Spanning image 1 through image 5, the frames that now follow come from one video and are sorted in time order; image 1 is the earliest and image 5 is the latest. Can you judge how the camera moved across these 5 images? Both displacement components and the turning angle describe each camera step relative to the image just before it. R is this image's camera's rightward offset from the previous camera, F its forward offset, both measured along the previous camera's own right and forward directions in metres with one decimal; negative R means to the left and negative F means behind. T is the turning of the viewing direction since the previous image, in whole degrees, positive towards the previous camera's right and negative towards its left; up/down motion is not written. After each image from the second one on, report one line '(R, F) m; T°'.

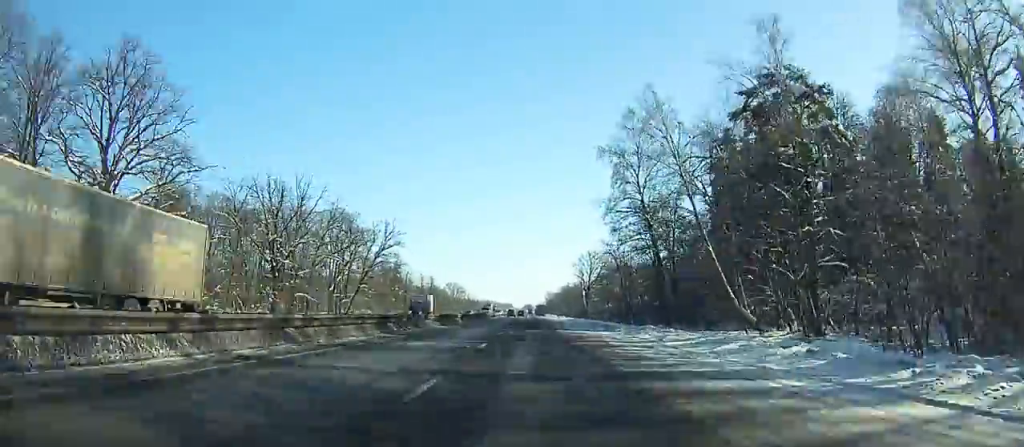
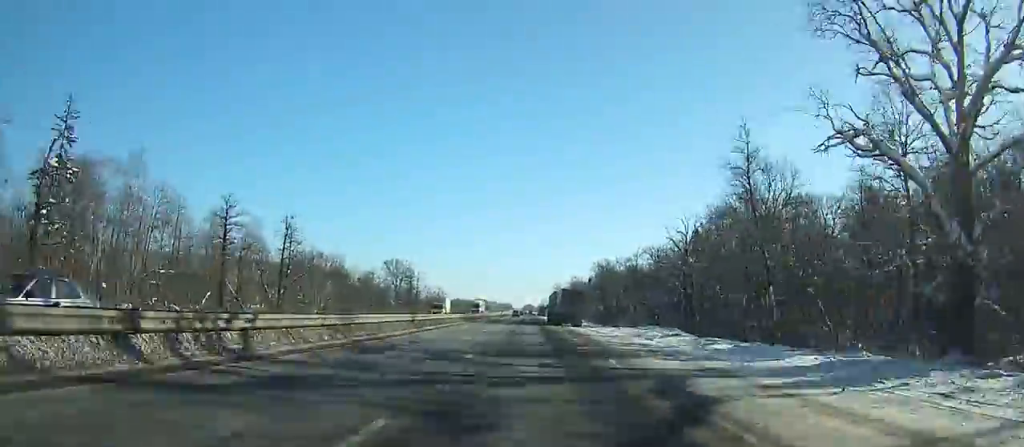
(-0.6, +153.2) m; 0°
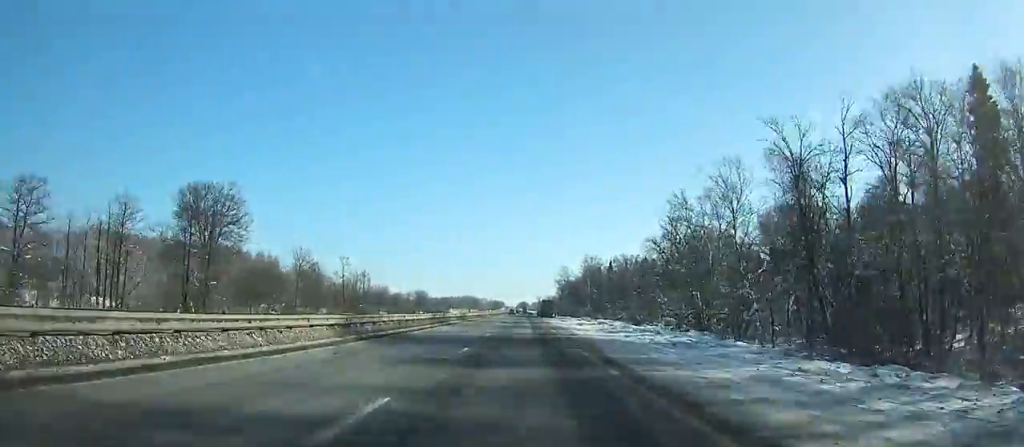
(+0.4, +110.7) m; 0°
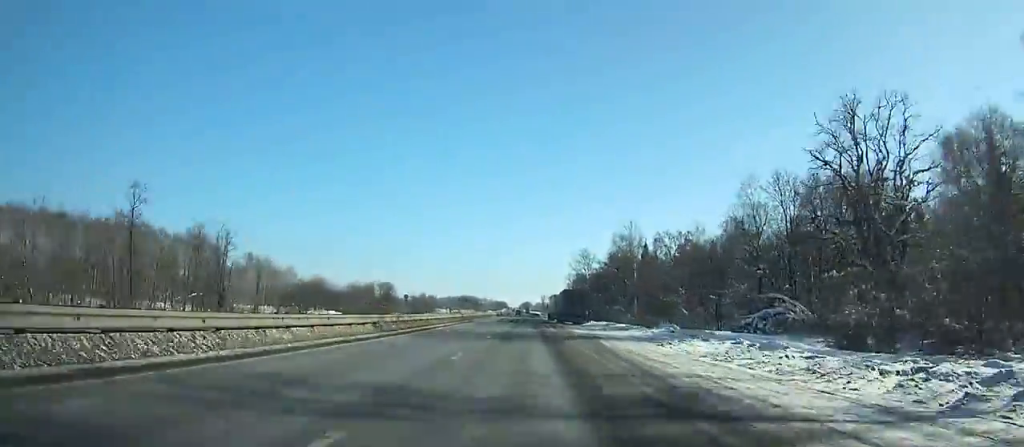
(0.0, +63.0) m; 0°
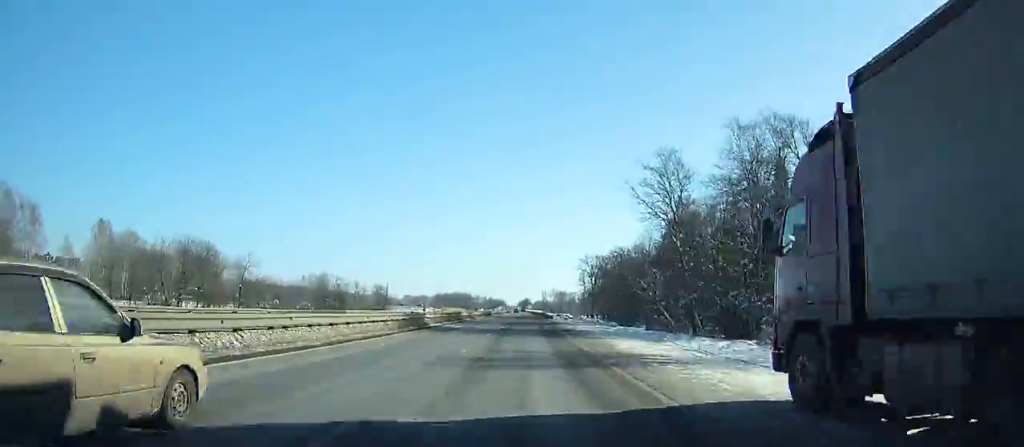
(0.0, +94.3) m; 0°
